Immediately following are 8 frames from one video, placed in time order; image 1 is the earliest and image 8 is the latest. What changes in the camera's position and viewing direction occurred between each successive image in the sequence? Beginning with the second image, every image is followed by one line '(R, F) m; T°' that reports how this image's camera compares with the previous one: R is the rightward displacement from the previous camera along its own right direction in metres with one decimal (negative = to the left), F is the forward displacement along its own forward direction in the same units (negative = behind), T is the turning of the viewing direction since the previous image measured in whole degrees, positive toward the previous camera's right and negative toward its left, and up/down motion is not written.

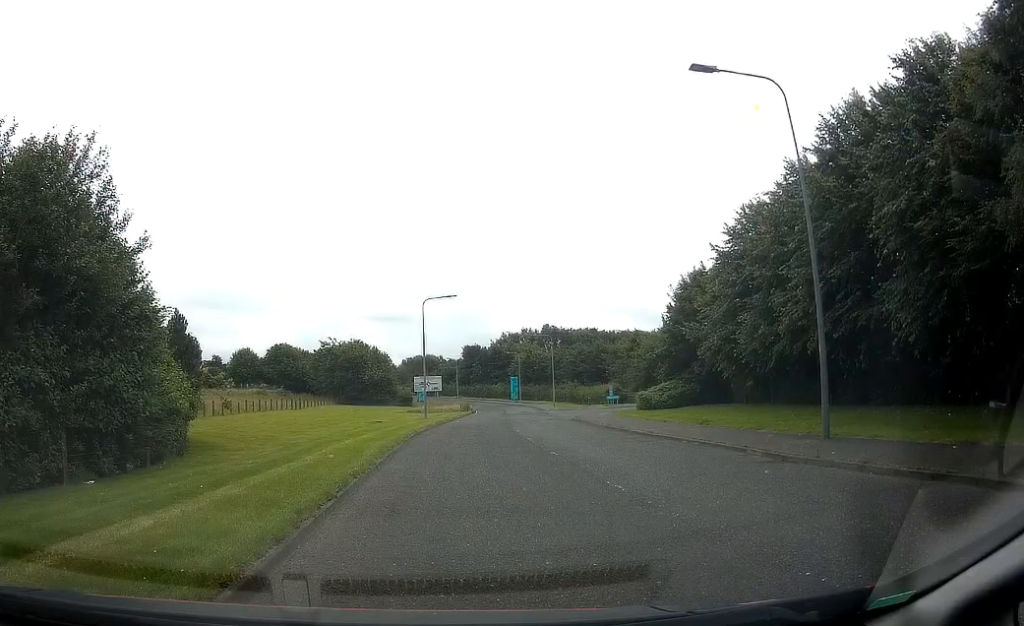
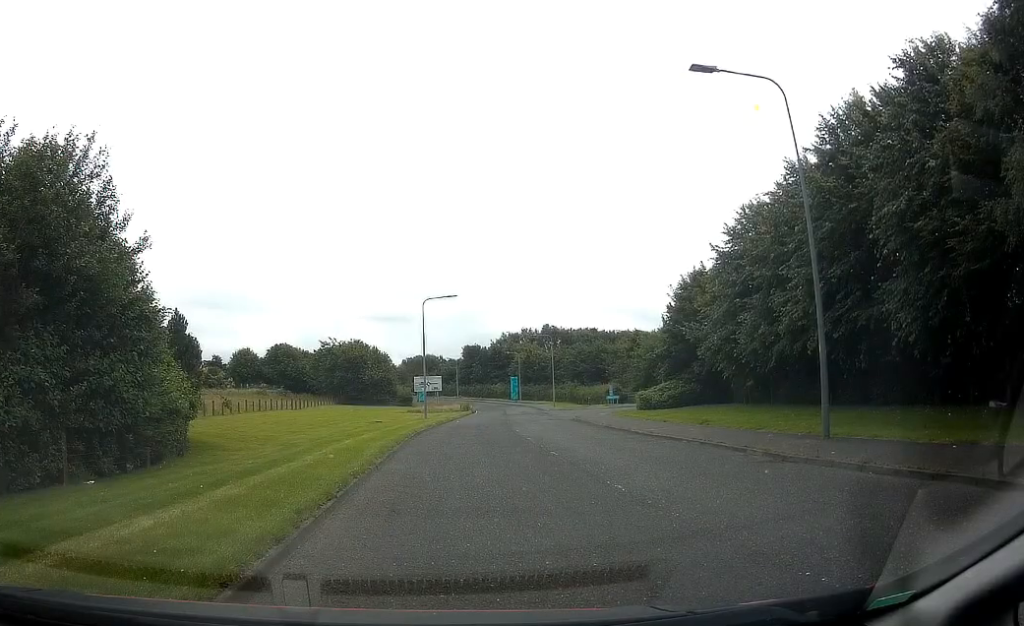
(0.0, 0.0) m; 0°
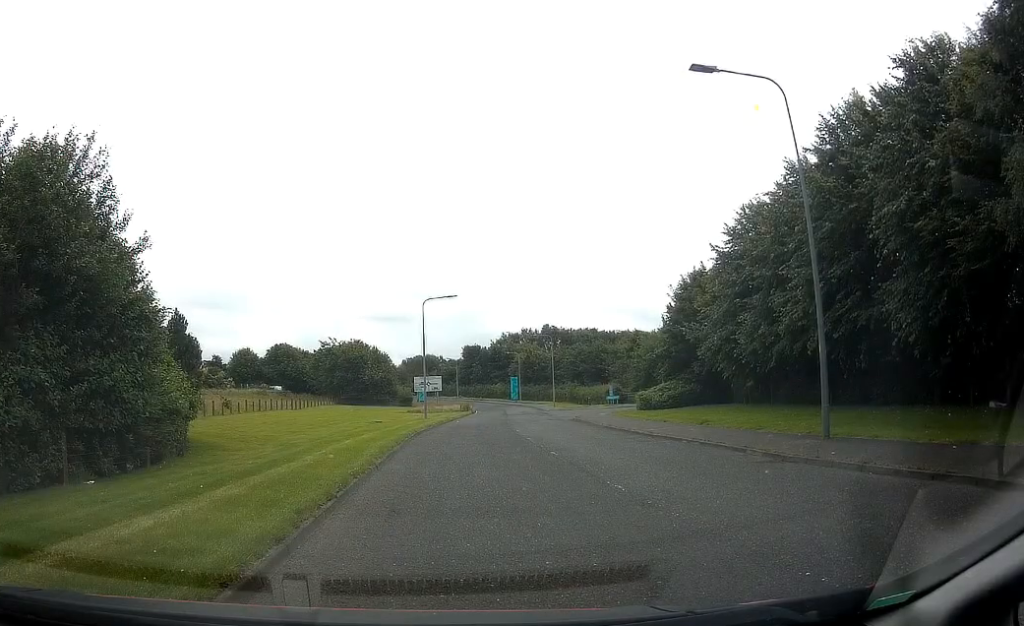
(0.0, 0.0) m; 0°
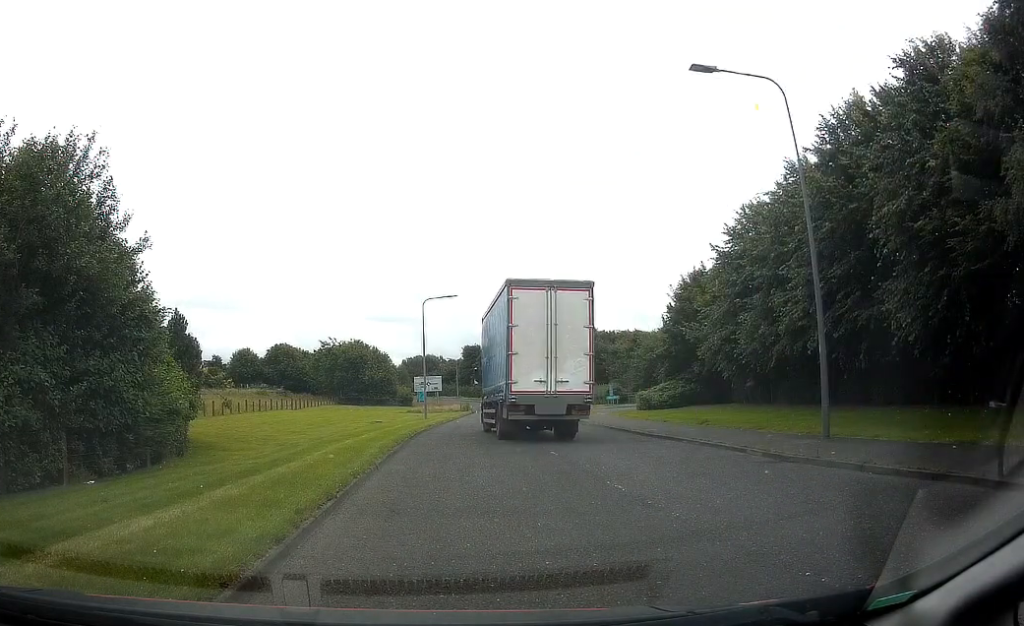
(0.0, 0.0) m; 0°
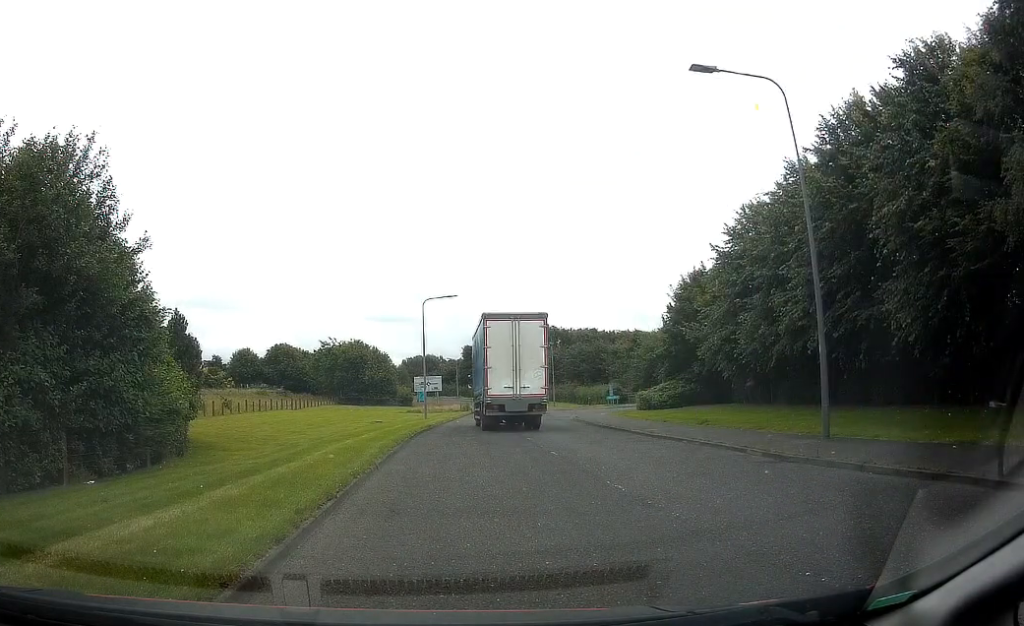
(0.0, 0.0) m; 0°
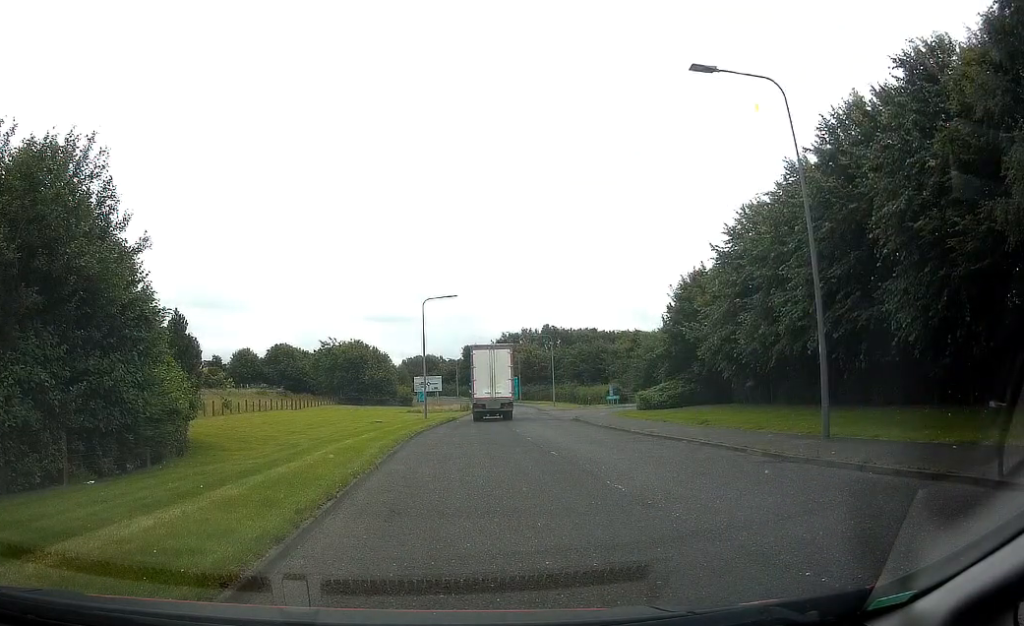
(0.0, 0.0) m; 0°
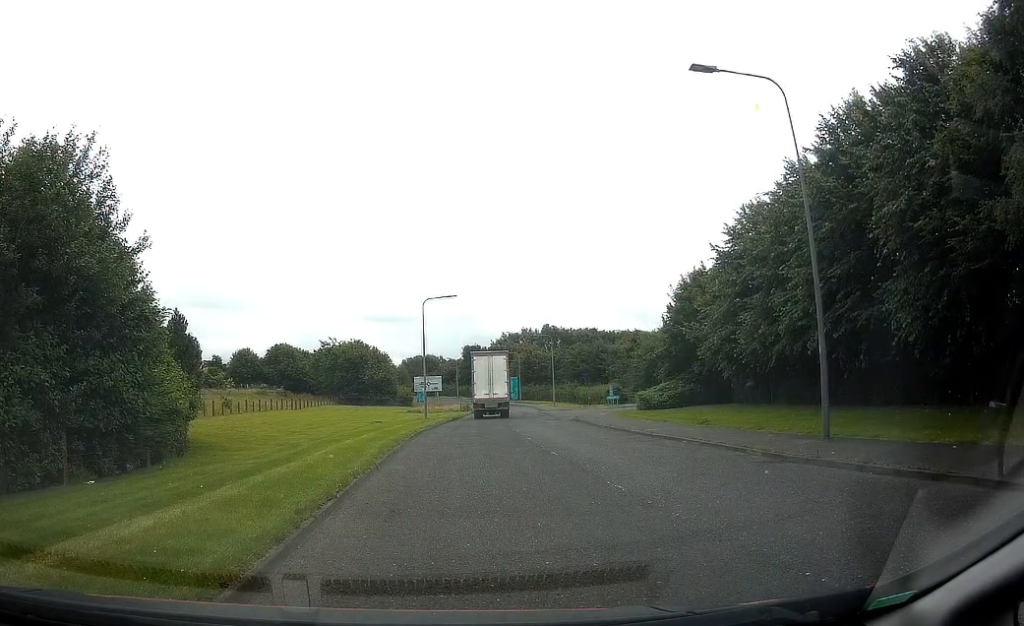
(0.0, 0.0) m; 0°
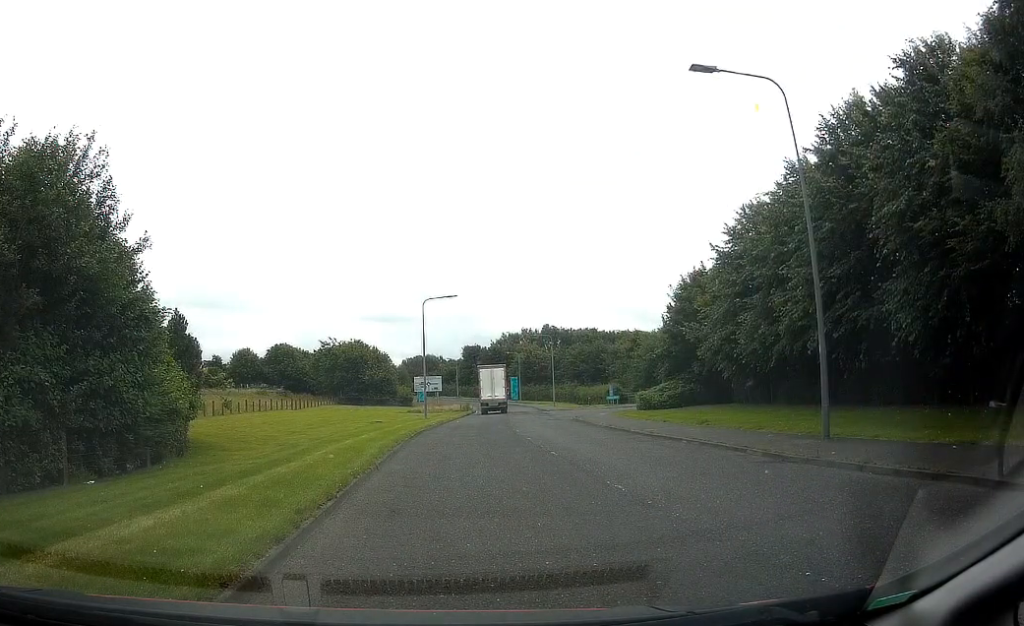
(0.0, 0.0) m; 0°
